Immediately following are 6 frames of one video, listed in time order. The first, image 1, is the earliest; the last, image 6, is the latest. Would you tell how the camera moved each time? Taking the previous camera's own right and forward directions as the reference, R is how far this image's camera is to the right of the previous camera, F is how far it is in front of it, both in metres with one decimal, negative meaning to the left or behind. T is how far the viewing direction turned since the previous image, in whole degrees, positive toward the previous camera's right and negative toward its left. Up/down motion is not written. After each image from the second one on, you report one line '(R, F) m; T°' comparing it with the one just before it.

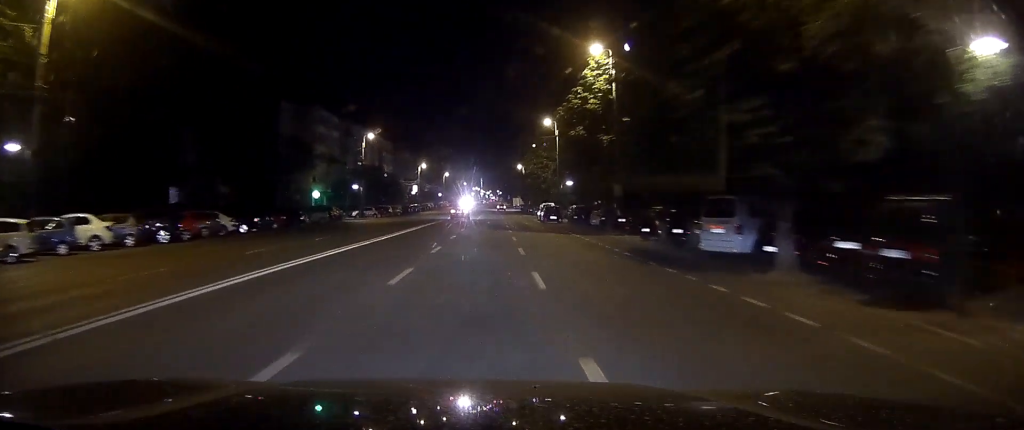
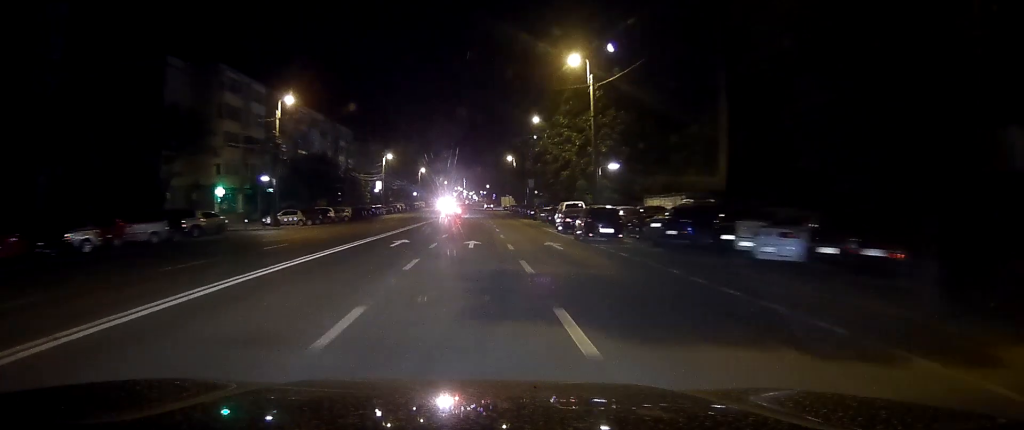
(0.0, +32.9) m; +1°
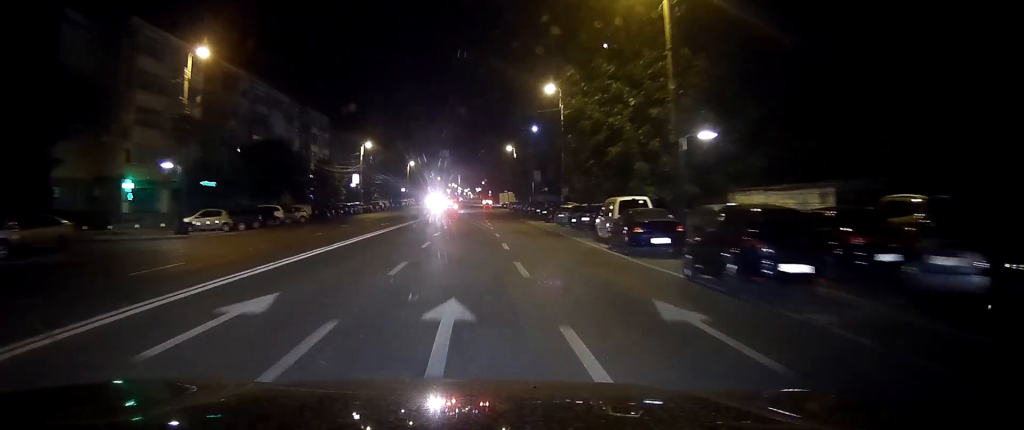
(+0.1, +18.6) m; 0°
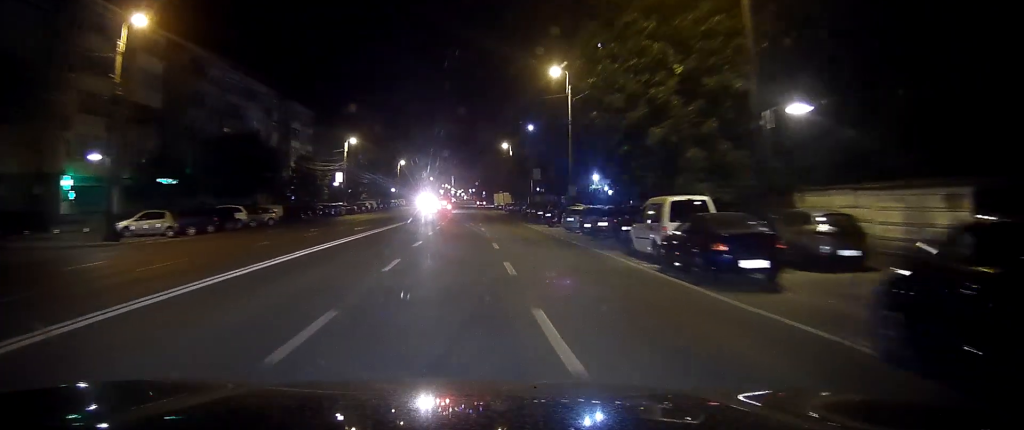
(-0.1, +8.0) m; 0°
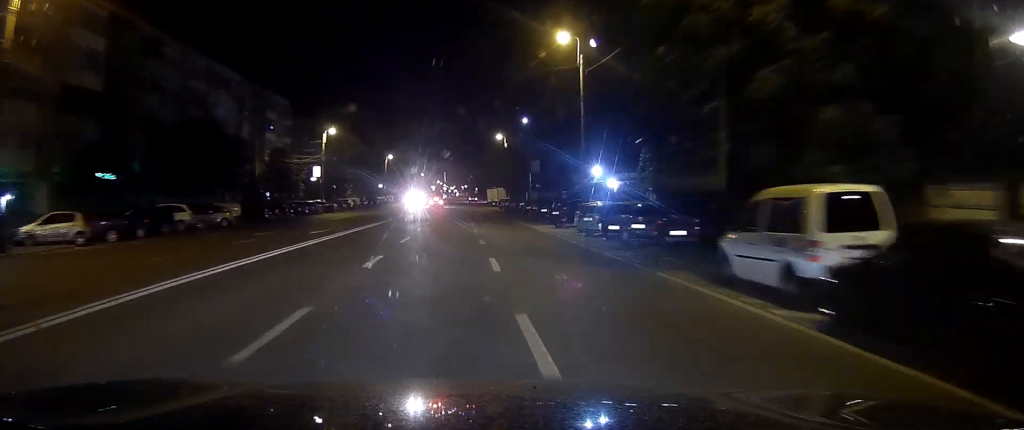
(+0.1, +9.1) m; 0°
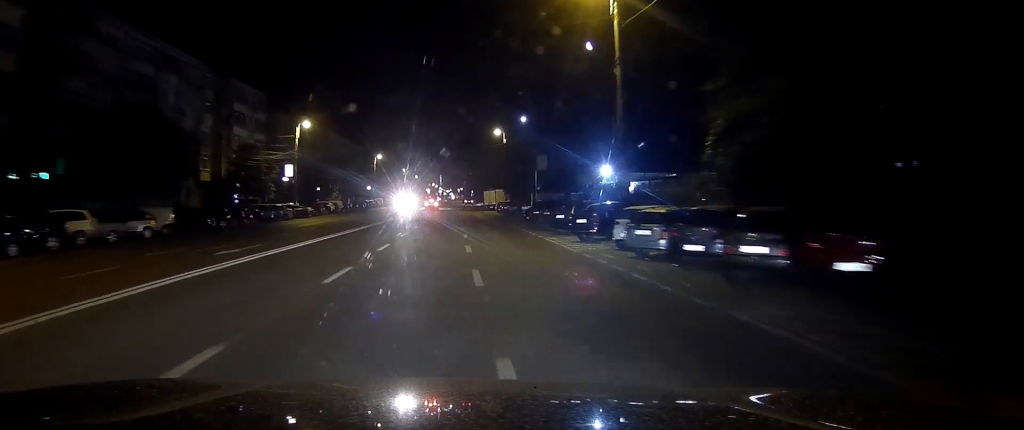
(+0.1, +11.3) m; 0°
